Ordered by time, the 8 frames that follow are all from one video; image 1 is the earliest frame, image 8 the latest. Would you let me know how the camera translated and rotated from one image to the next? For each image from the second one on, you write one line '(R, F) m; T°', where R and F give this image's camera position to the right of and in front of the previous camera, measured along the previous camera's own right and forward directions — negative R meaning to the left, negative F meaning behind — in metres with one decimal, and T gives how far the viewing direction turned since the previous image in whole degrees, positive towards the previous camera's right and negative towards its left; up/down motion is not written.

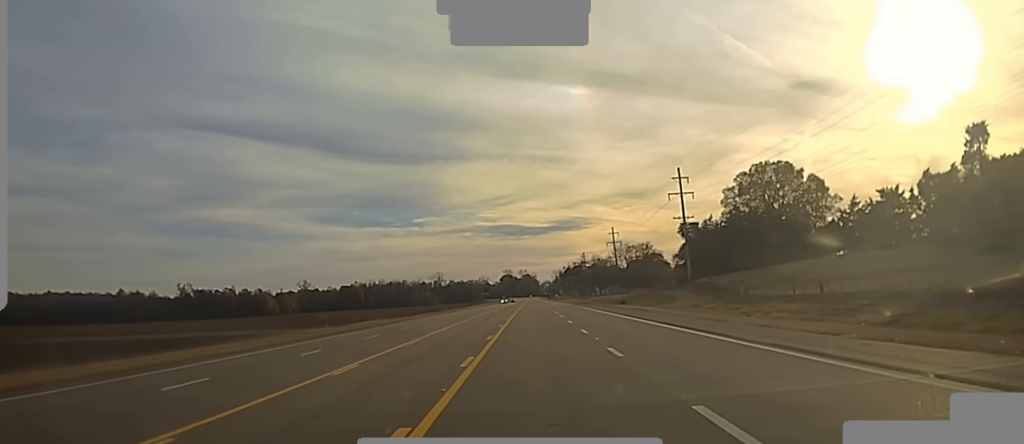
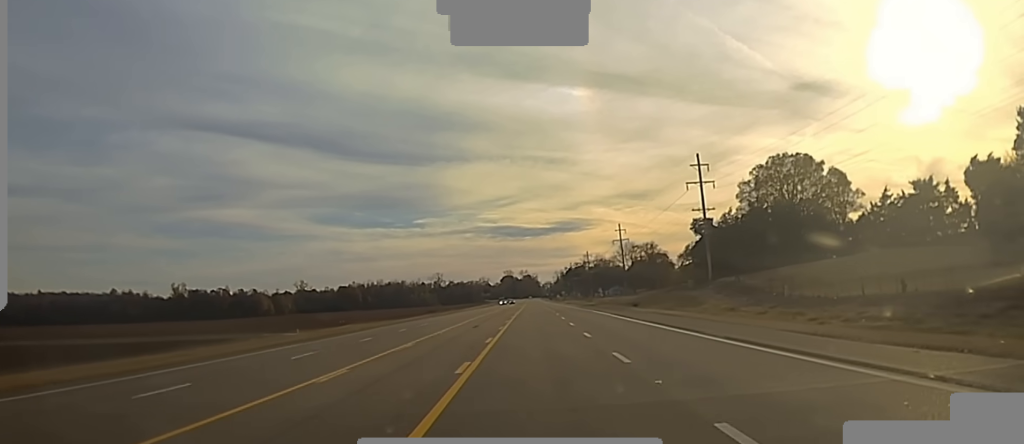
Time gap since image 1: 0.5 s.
(0.0, +13.5) m; 0°
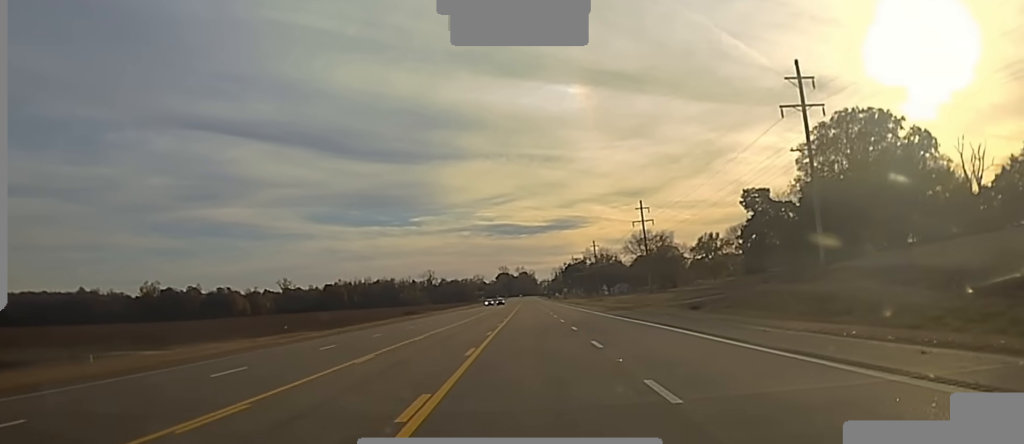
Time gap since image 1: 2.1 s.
(0.0, +42.9) m; 0°
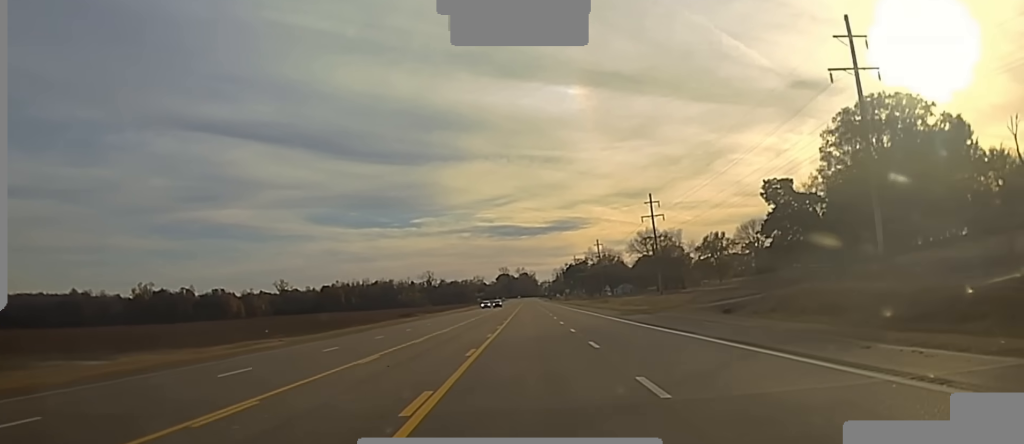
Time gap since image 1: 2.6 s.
(0.0, +12.4) m; 0°
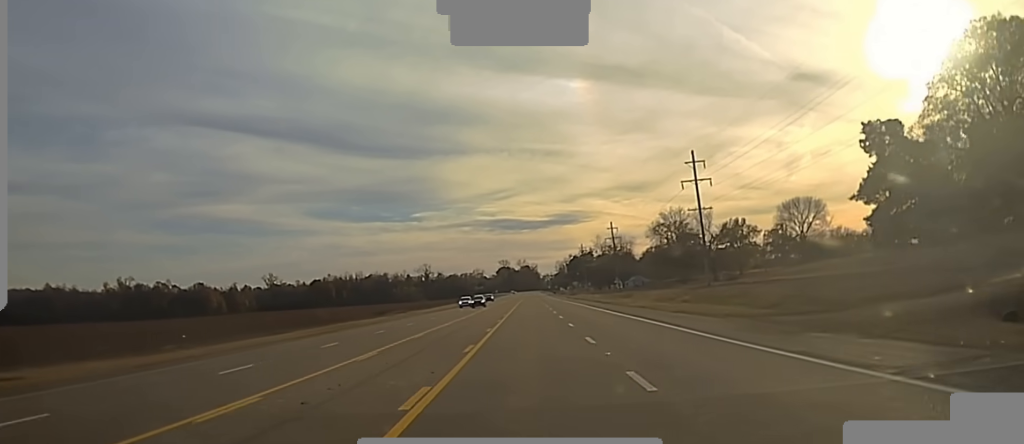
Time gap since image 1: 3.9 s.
(0.0, +34.7) m; 0°
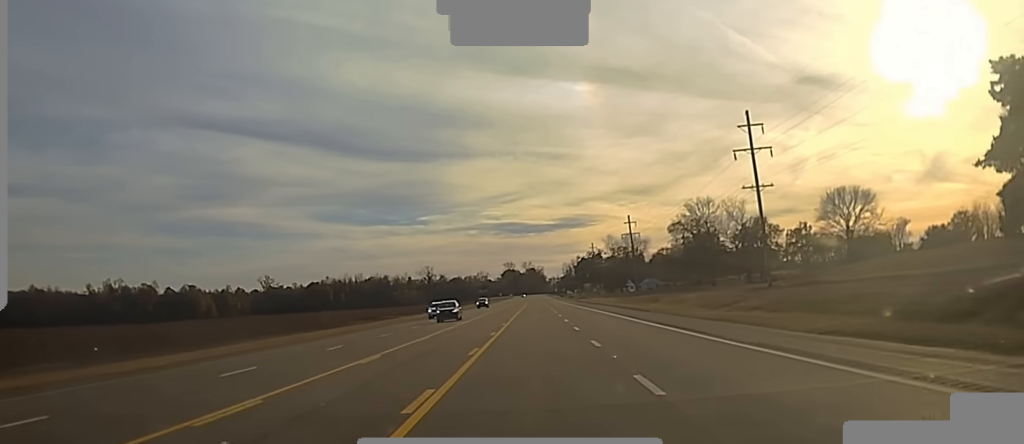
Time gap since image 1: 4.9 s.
(0.0, +24.2) m; 0°
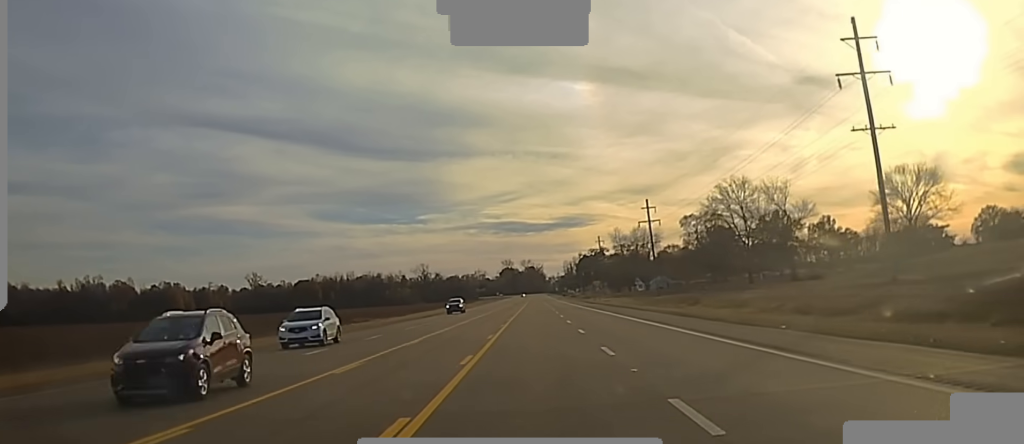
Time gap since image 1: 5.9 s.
(0.0, +24.6) m; 0°
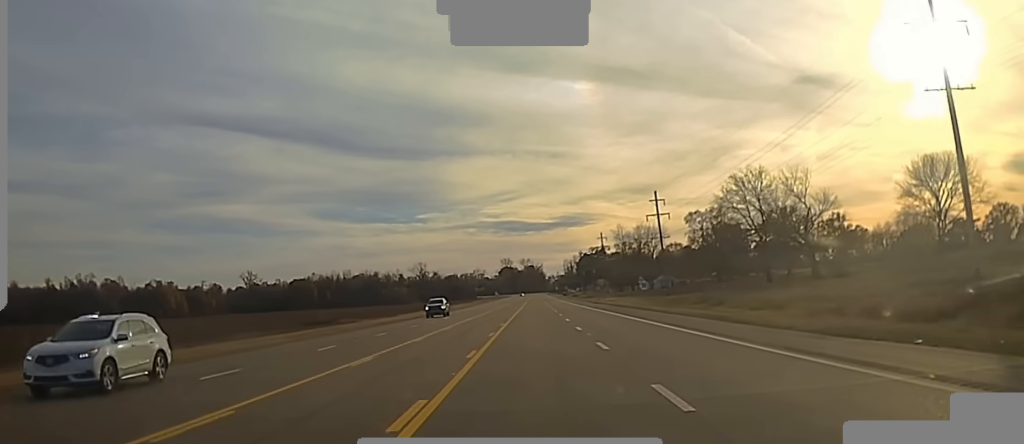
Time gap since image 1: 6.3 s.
(0.0, +9.1) m; 0°
